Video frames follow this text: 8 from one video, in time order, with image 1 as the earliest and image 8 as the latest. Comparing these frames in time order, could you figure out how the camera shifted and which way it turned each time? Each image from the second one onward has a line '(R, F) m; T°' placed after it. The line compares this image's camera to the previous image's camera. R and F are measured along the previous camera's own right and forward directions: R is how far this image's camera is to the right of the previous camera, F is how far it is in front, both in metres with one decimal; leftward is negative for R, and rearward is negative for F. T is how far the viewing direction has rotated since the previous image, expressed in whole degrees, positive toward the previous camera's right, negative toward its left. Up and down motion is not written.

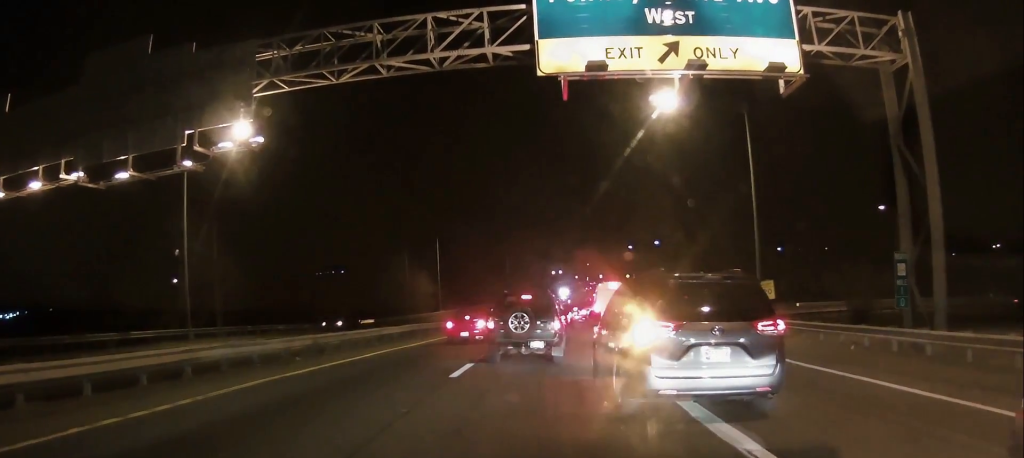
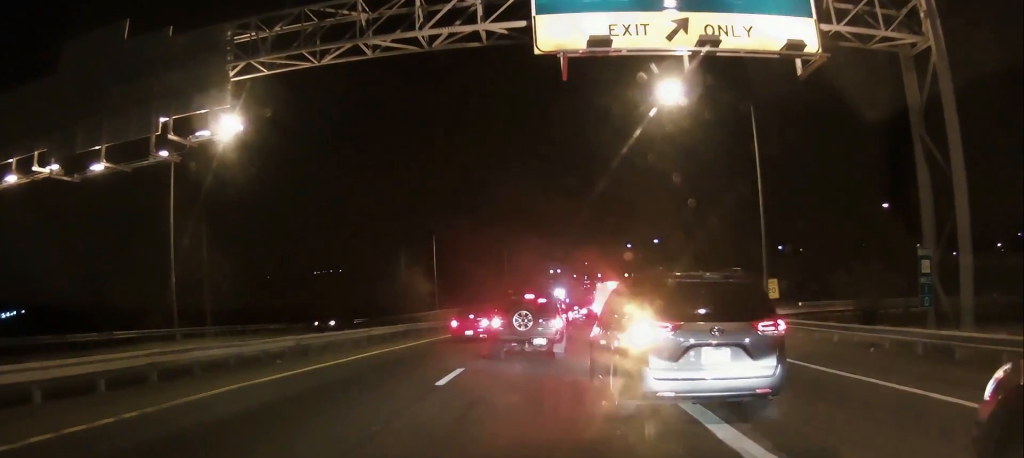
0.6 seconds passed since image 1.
(0.0, +0.7) m; 0°
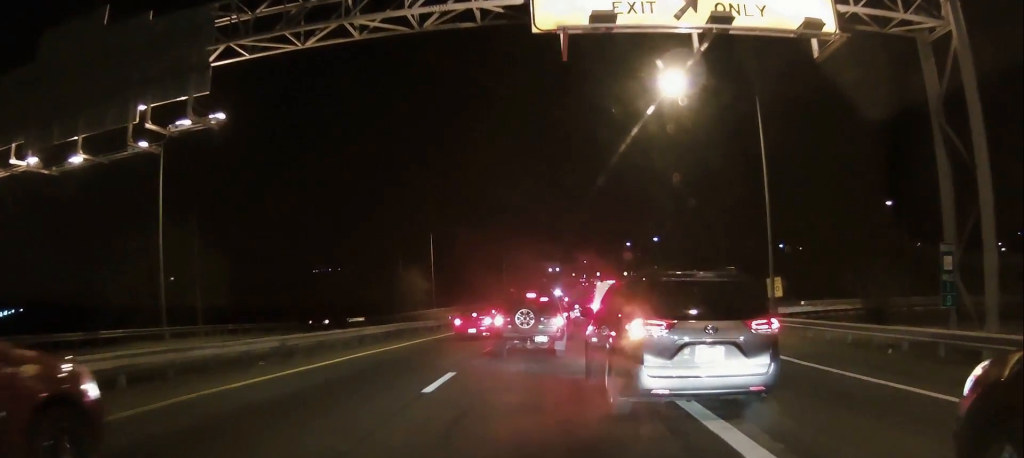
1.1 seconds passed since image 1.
(+0.1, +0.5) m; 0°
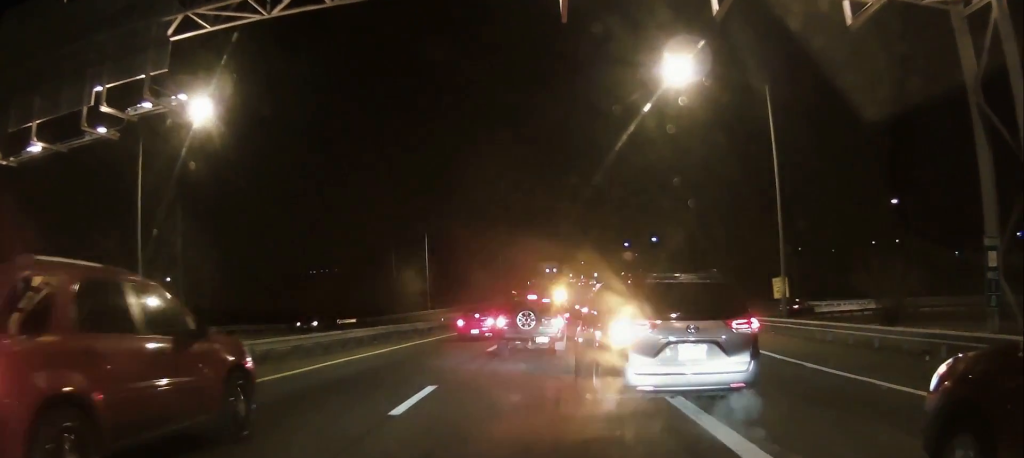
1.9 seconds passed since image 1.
(-0.1, +1.5) m; +1°
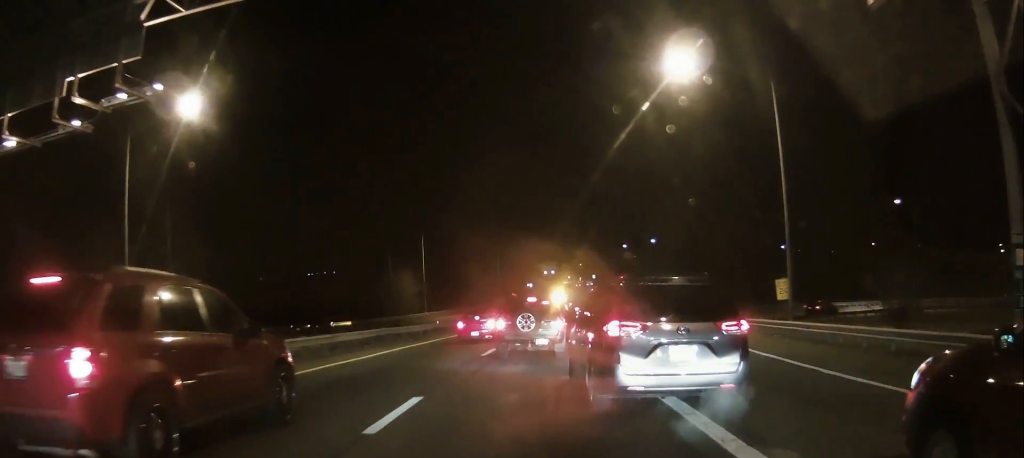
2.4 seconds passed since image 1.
(0.0, +1.0) m; 0°
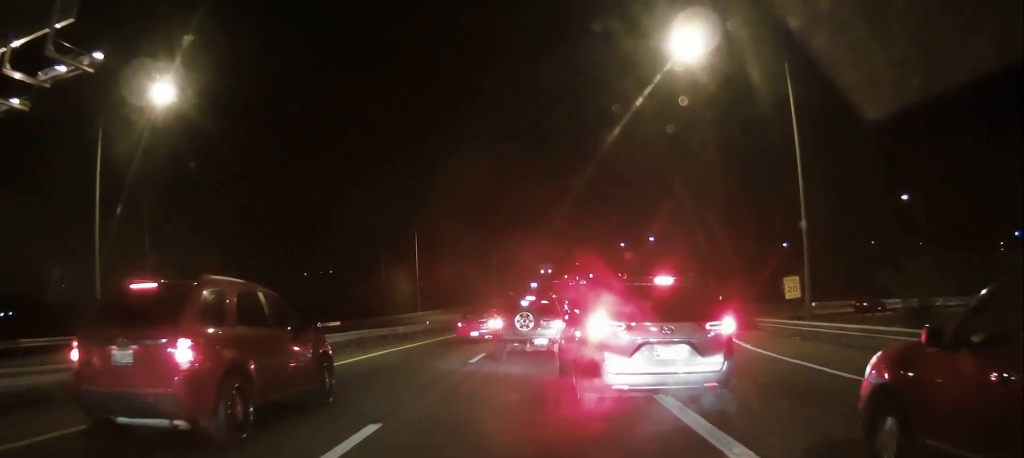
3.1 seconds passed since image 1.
(+0.2, +2.2) m; 0°
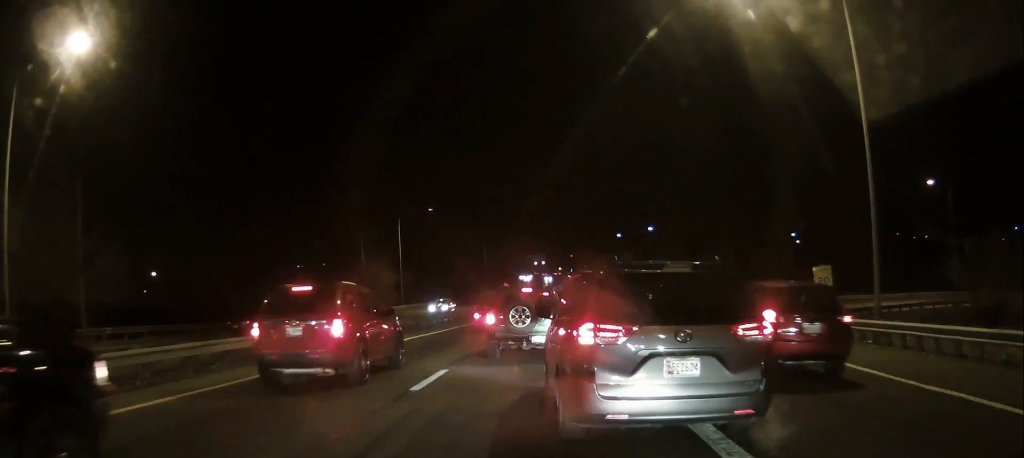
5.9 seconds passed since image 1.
(-0.6, +9.5) m; -2°
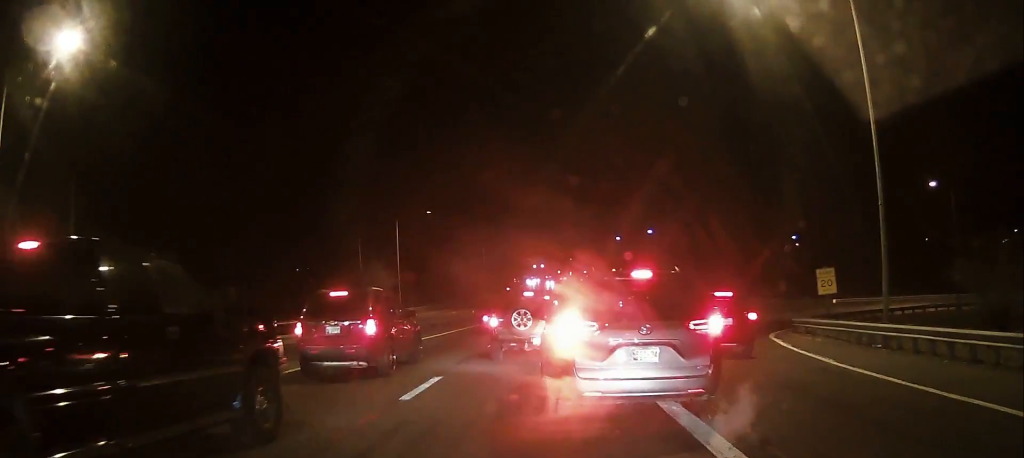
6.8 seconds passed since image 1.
(-0.1, +1.8) m; 0°
